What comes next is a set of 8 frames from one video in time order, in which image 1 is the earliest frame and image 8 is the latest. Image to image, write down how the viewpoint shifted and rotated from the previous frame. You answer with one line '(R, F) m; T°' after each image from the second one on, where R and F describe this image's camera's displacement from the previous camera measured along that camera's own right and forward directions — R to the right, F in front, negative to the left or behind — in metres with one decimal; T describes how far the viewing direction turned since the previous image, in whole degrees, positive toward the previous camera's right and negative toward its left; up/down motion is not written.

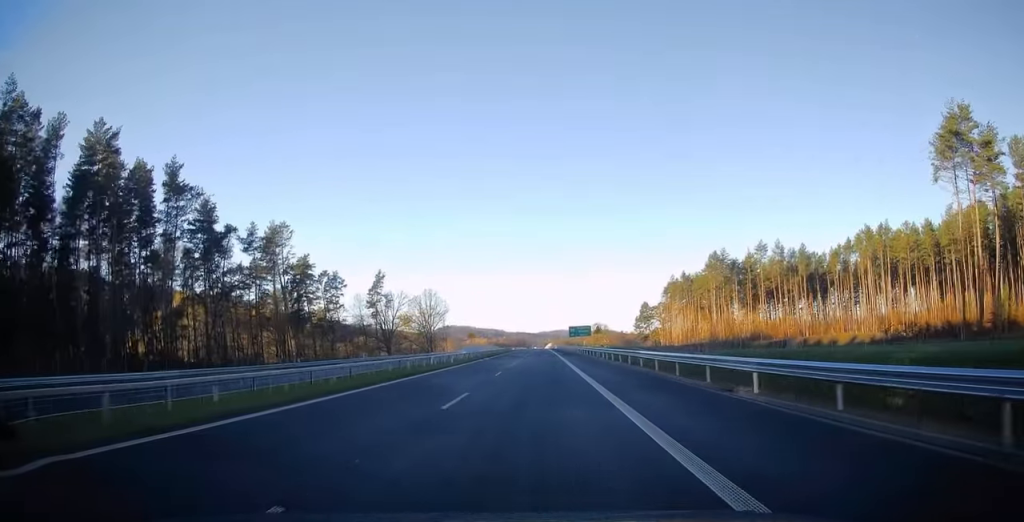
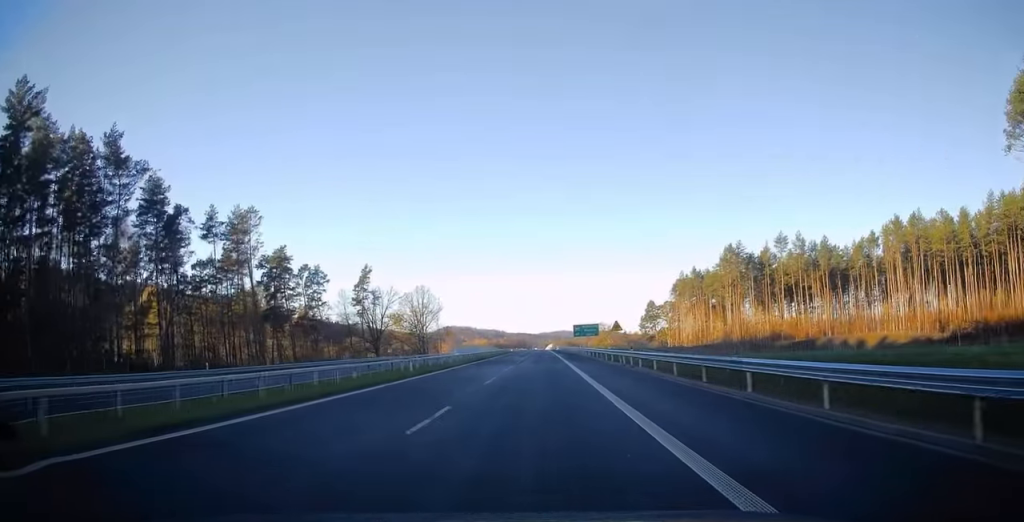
(0.0, +15.5) m; 0°
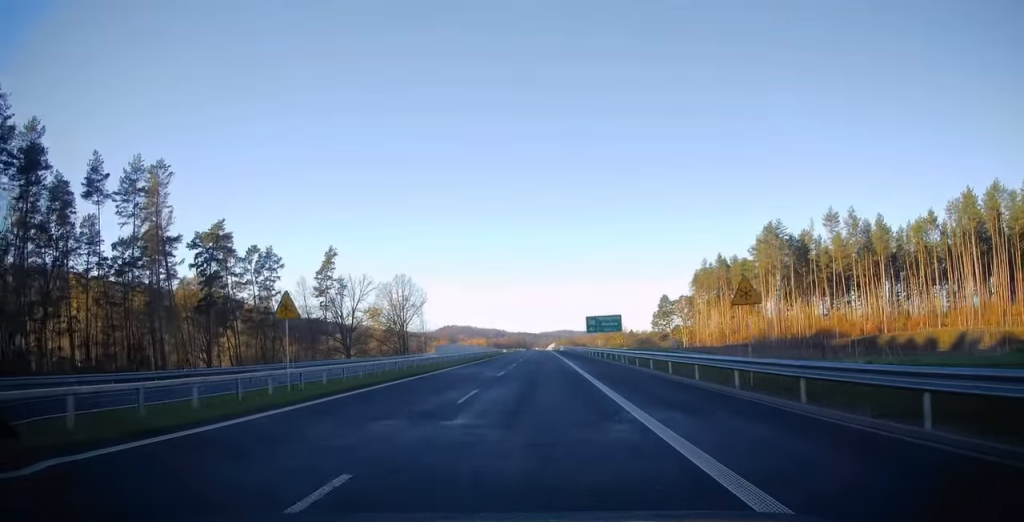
(0.0, +31.0) m; 0°
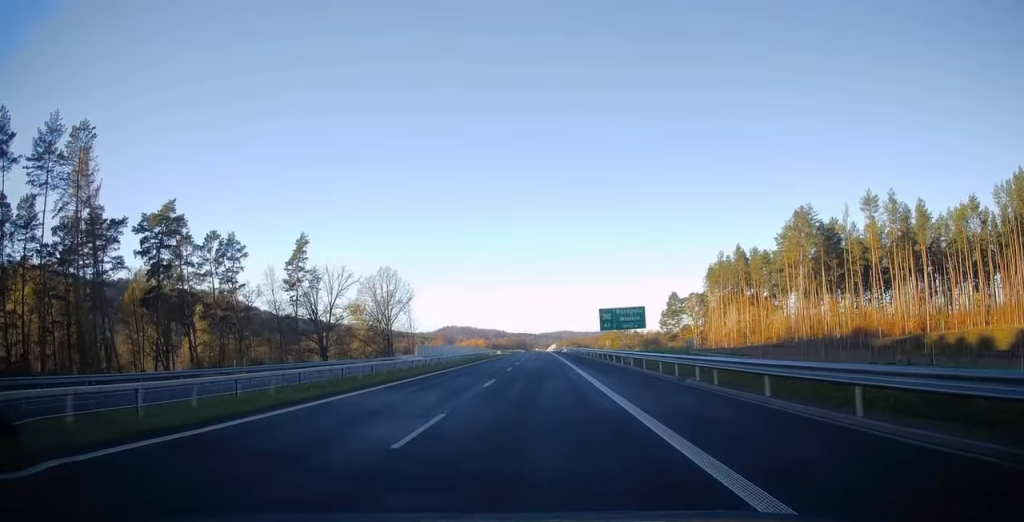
(0.0, +18.1) m; 0°
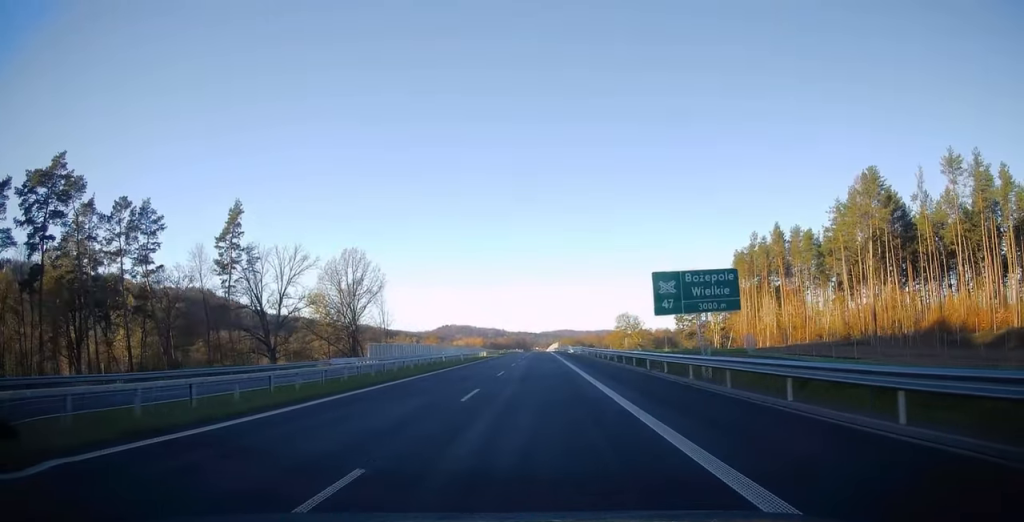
(-0.2, +29.4) m; 0°
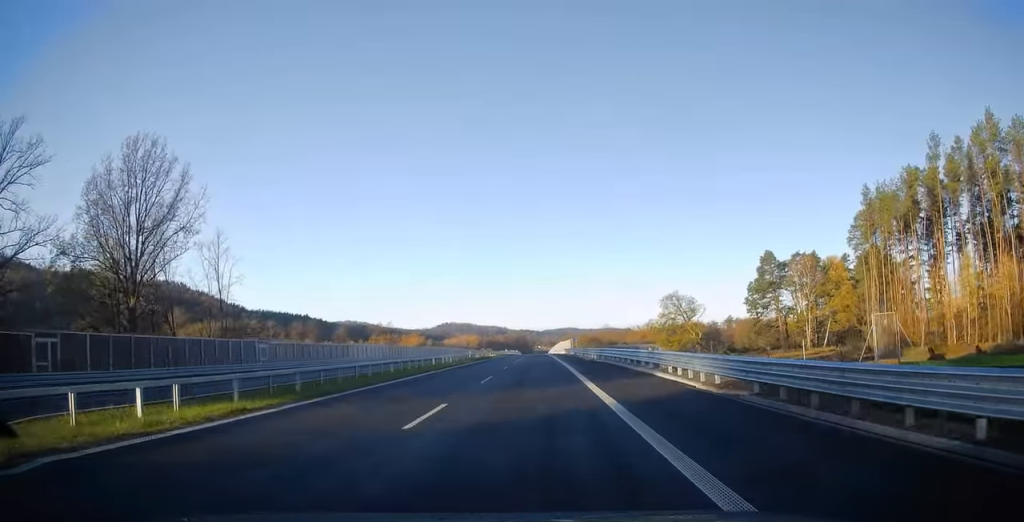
(+0.6, +76.6) m; +1°
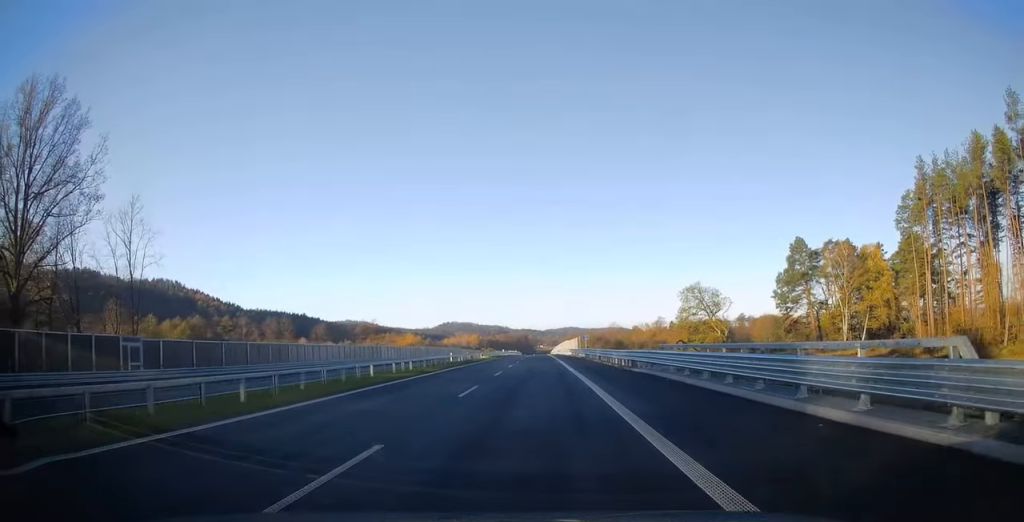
(0.0, +17.7) m; 0°
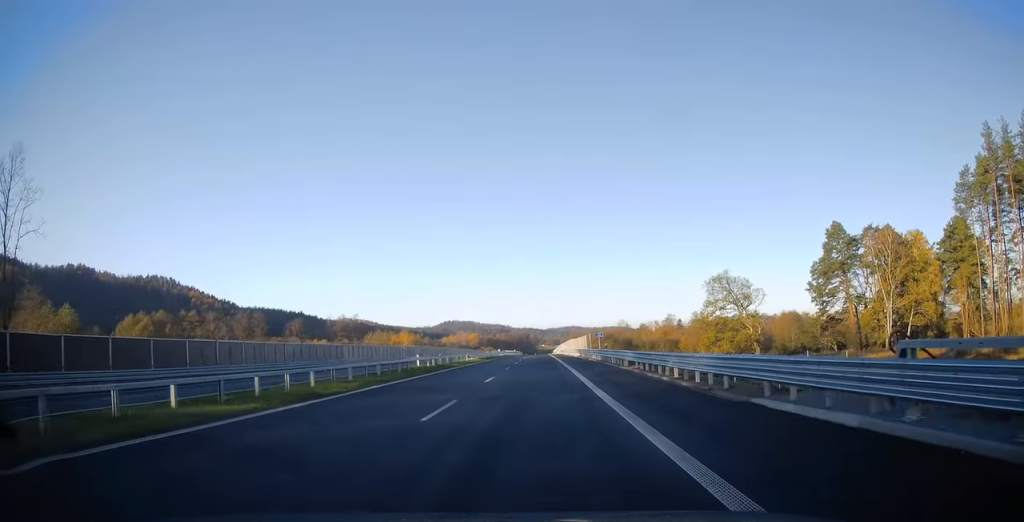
(+0.1, +17.2) m; 0°
